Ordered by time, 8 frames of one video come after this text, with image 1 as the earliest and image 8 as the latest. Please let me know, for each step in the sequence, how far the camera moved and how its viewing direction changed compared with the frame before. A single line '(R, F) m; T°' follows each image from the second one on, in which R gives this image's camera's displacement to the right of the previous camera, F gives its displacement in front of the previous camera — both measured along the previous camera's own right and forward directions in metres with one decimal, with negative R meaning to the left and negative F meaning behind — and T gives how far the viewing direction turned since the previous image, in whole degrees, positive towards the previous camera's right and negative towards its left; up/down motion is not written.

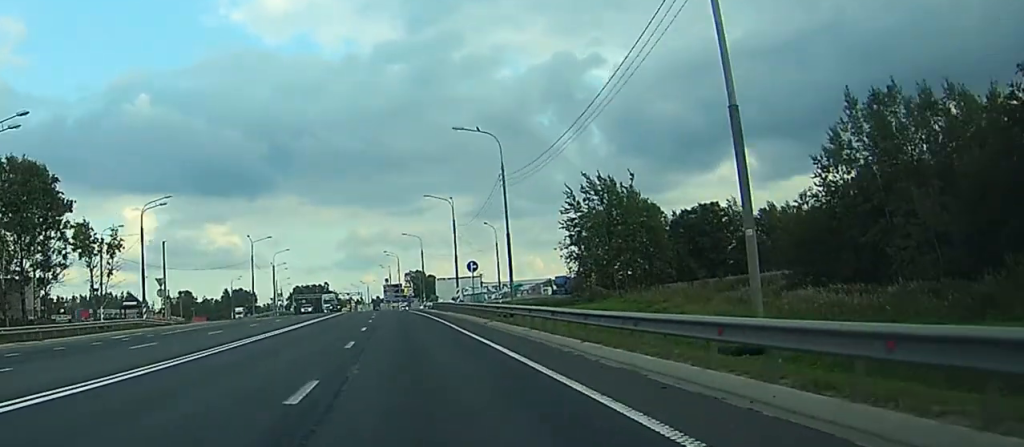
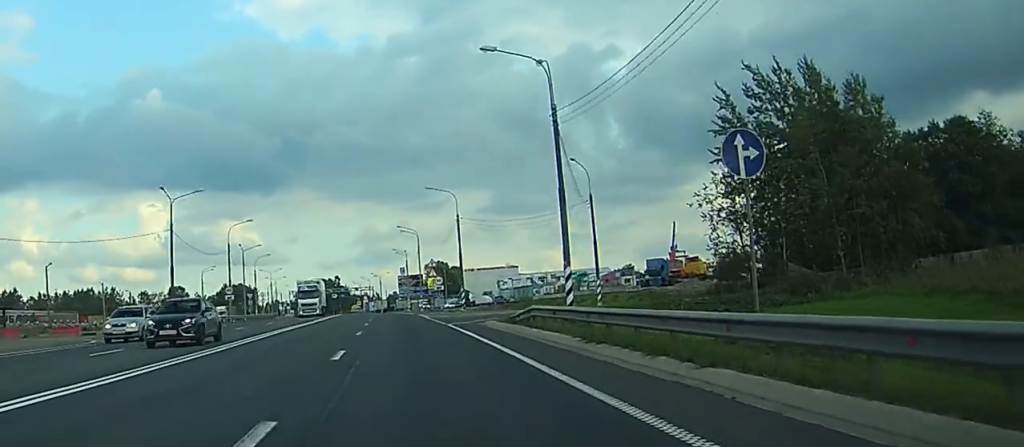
(-0.4, +51.9) m; -1°
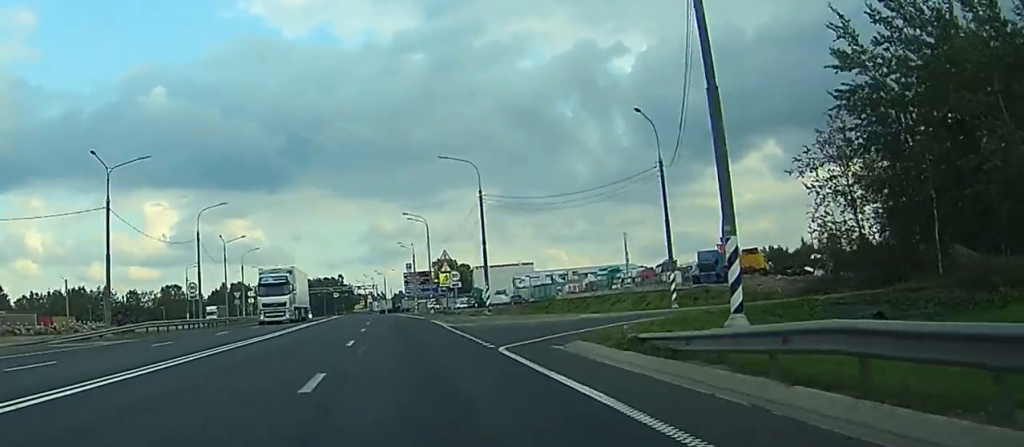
(-0.1, +18.0) m; 0°
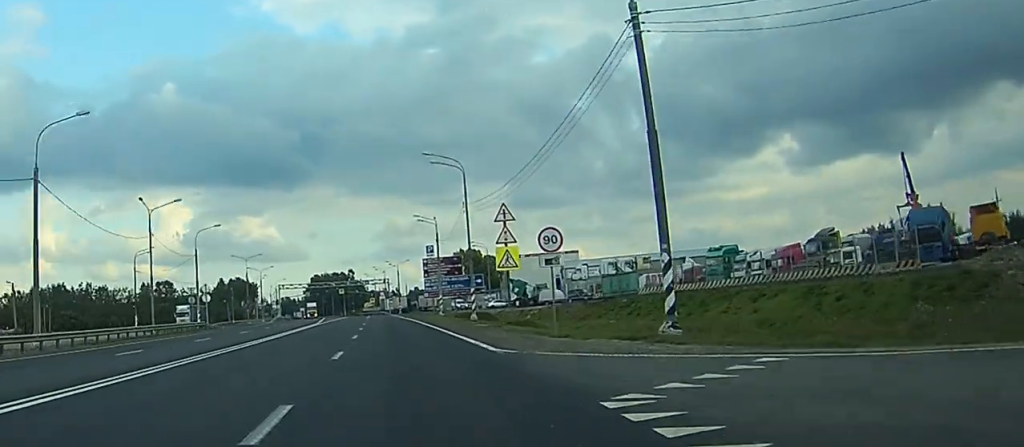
(0.0, +40.2) m; 0°
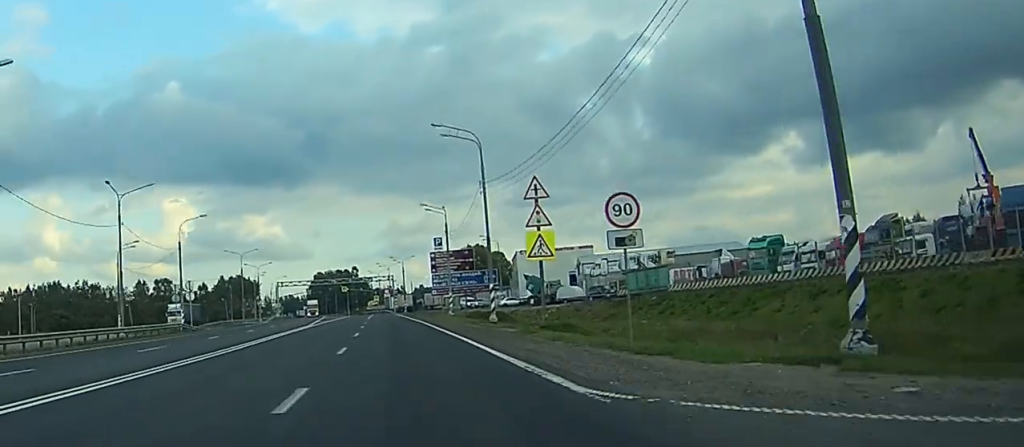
(+0.3, +9.4) m; 0°
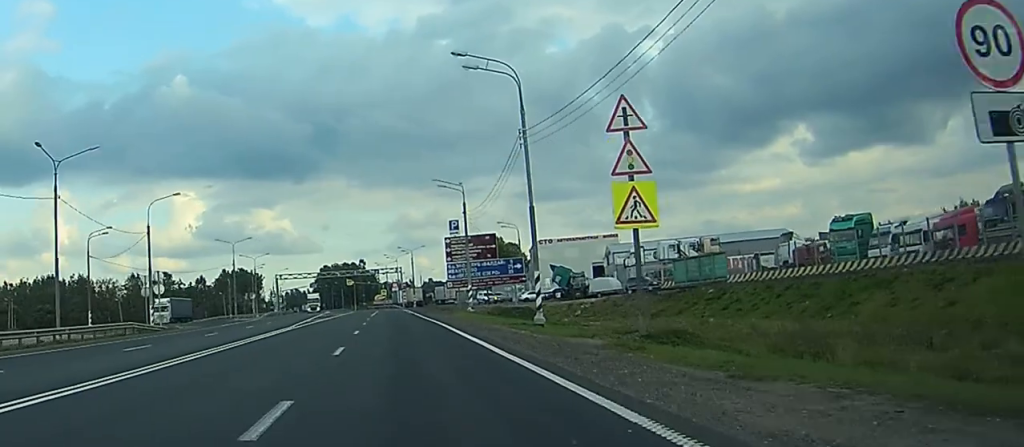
(-0.2, +13.7) m; -1°
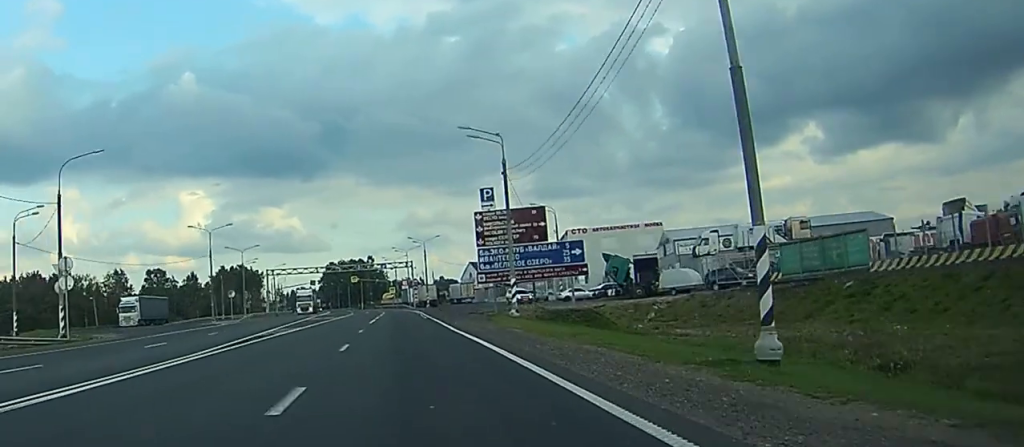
(-0.5, +21.6) m; -1°
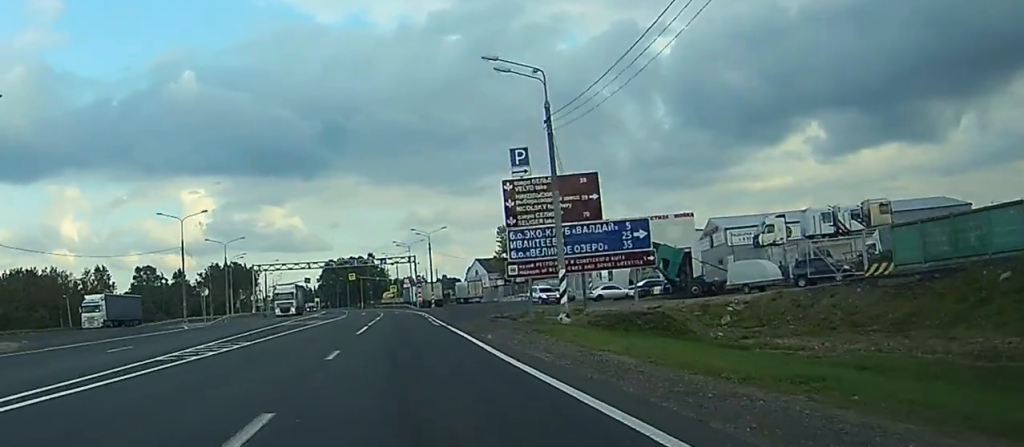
(+0.1, +14.4) m; +1°
